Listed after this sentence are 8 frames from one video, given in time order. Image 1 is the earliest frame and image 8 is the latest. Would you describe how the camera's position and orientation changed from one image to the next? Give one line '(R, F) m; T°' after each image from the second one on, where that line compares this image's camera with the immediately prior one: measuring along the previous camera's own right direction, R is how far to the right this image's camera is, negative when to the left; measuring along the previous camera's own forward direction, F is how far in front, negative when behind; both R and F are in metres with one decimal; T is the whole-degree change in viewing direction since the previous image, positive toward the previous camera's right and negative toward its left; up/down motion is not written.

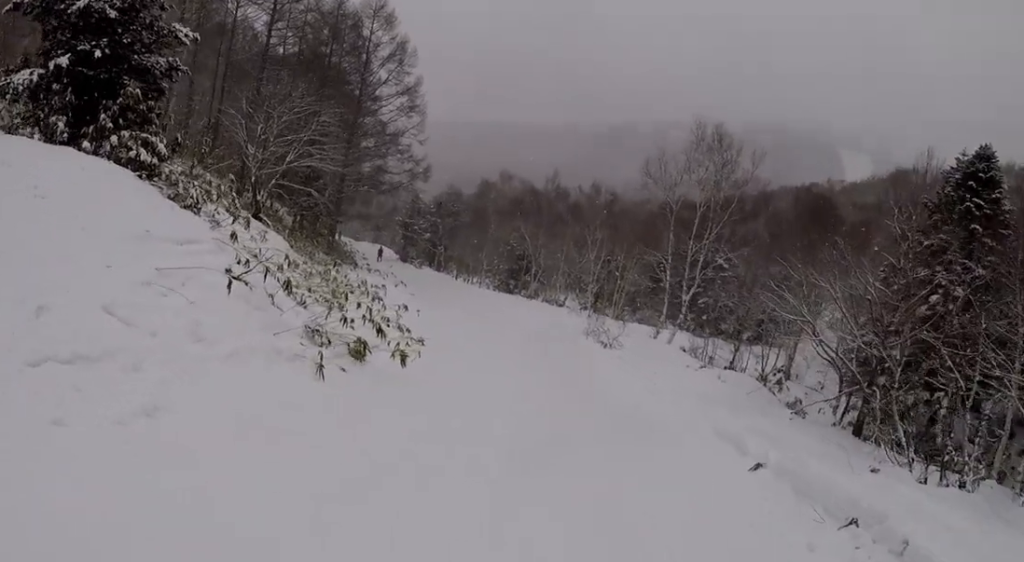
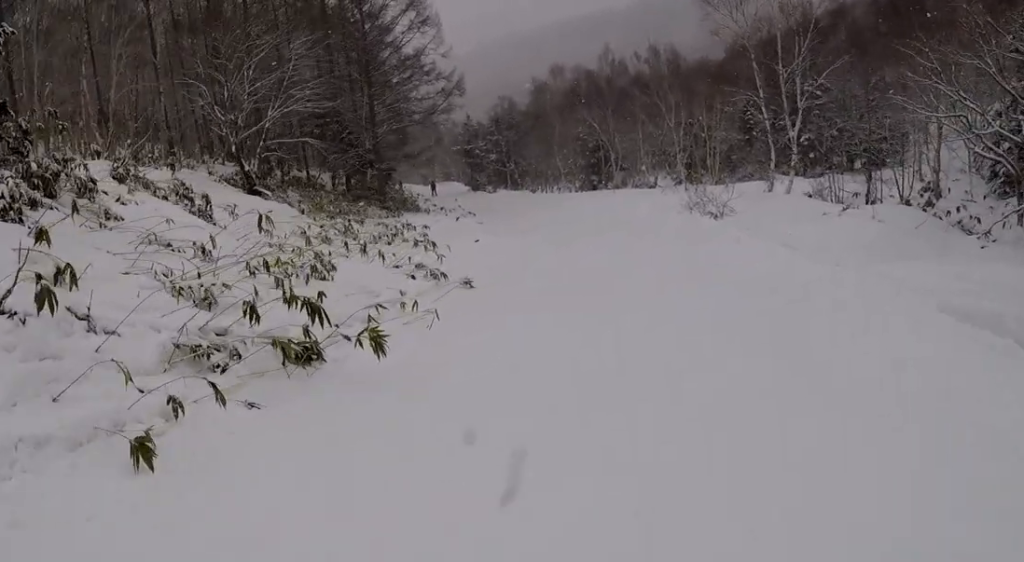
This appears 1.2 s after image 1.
(-0.1, +6.5) m; +5°
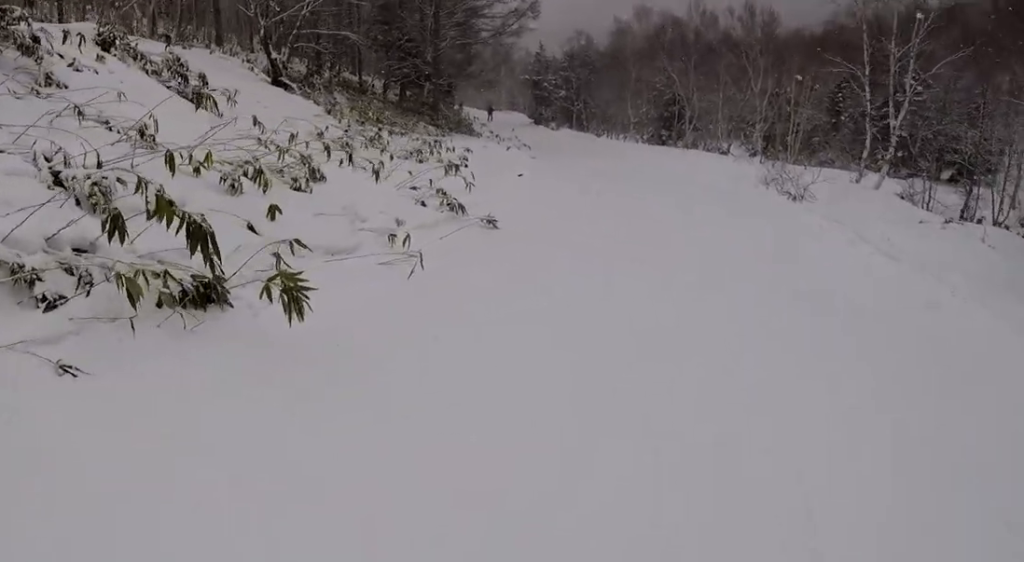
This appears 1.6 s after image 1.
(+0.4, +2.8) m; +4°
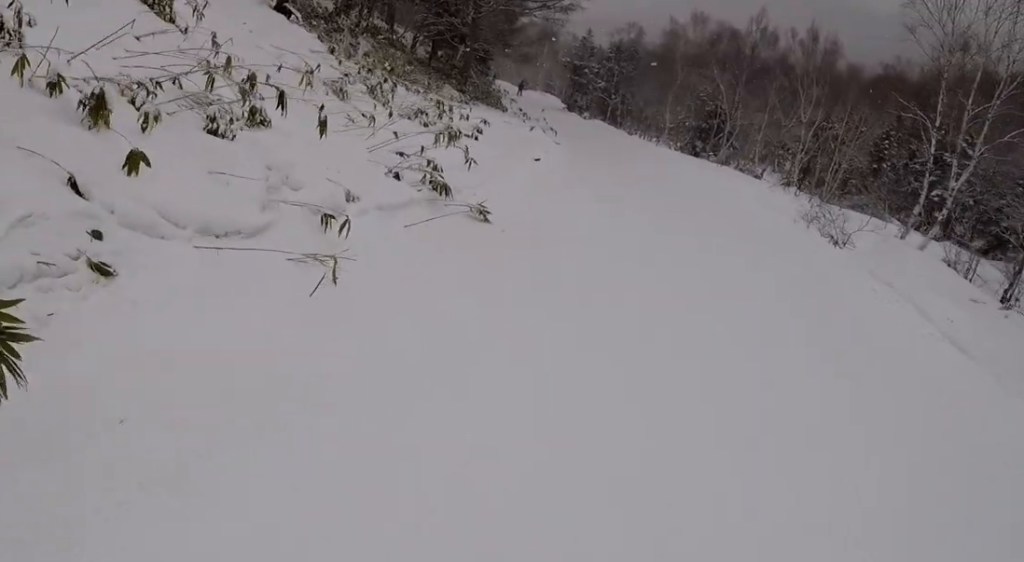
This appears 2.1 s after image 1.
(-0.2, +2.7) m; -6°
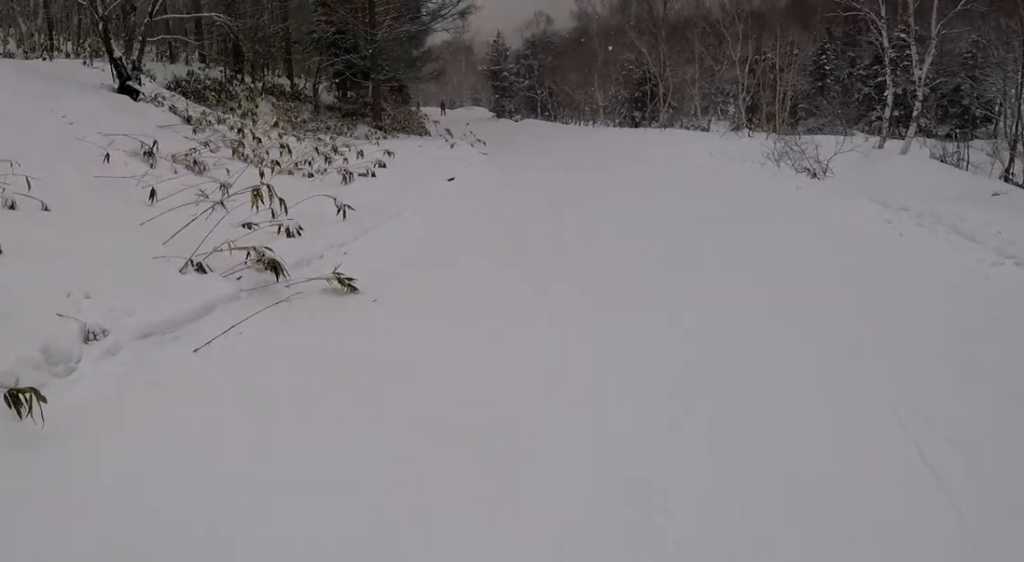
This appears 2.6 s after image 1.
(+0.1, +3.2) m; -6°
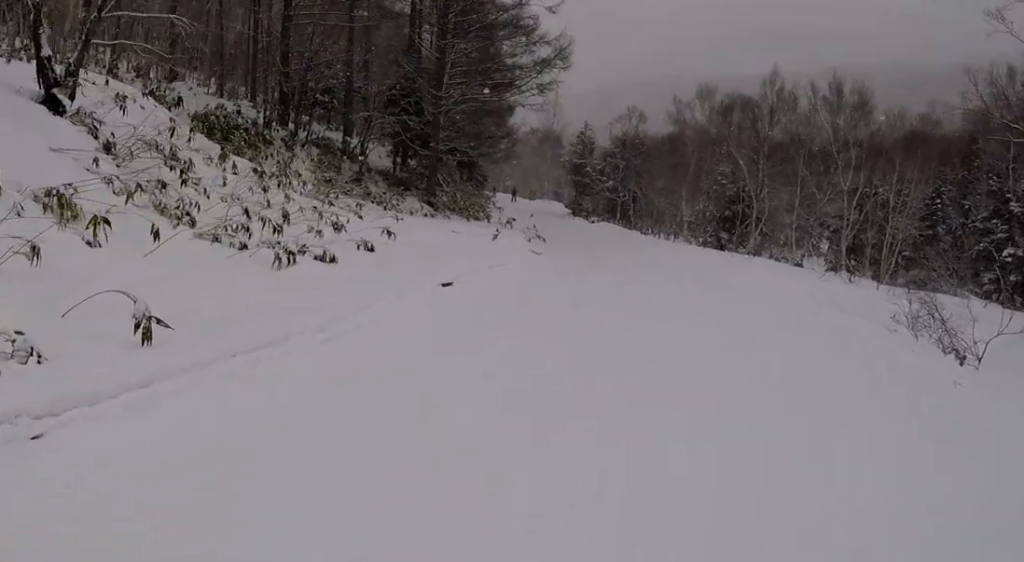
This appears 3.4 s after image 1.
(-0.8, +4.8) m; +2°
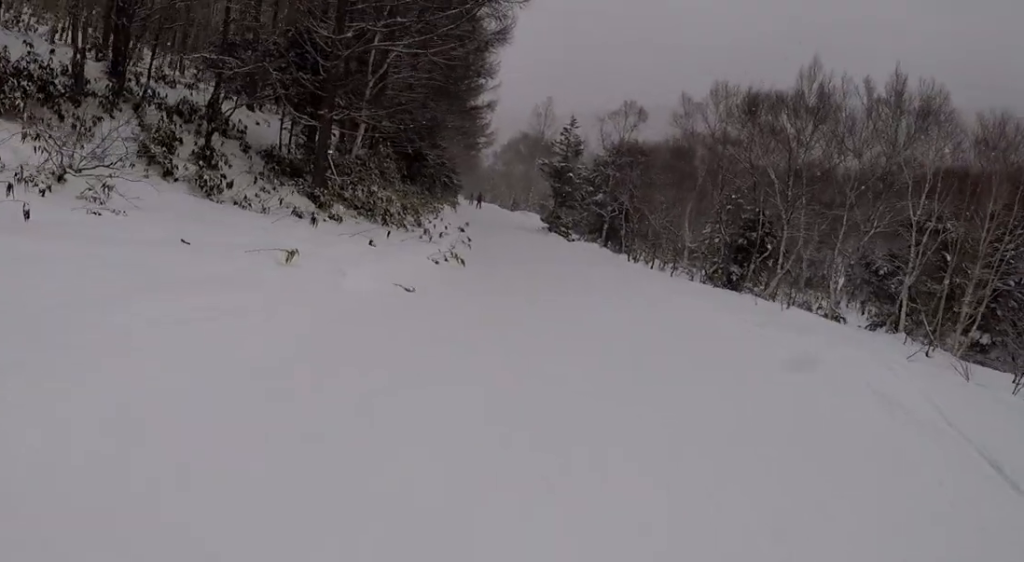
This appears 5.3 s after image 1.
(0.0, +11.1) m; -11°
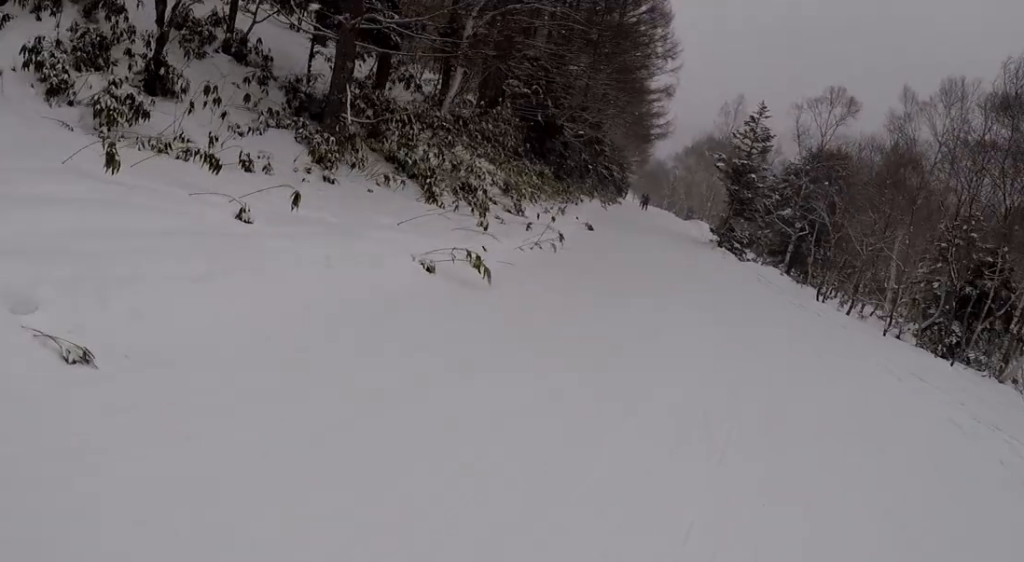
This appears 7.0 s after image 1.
(-0.9, +9.7) m; -5°
